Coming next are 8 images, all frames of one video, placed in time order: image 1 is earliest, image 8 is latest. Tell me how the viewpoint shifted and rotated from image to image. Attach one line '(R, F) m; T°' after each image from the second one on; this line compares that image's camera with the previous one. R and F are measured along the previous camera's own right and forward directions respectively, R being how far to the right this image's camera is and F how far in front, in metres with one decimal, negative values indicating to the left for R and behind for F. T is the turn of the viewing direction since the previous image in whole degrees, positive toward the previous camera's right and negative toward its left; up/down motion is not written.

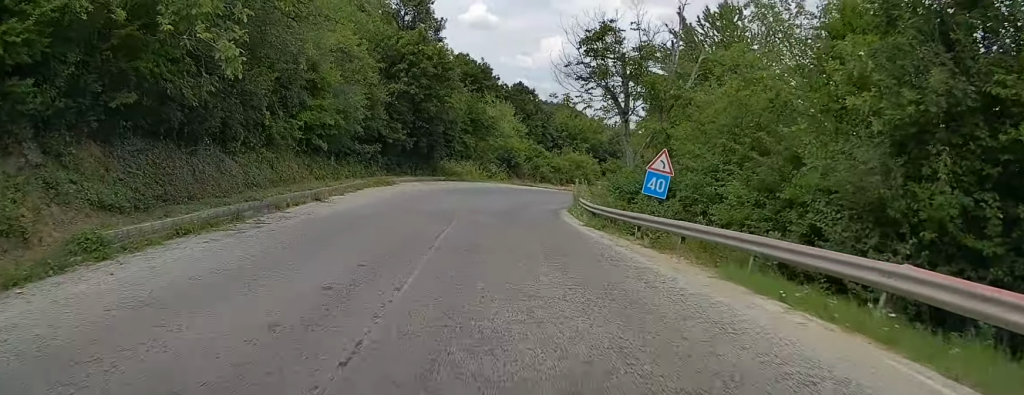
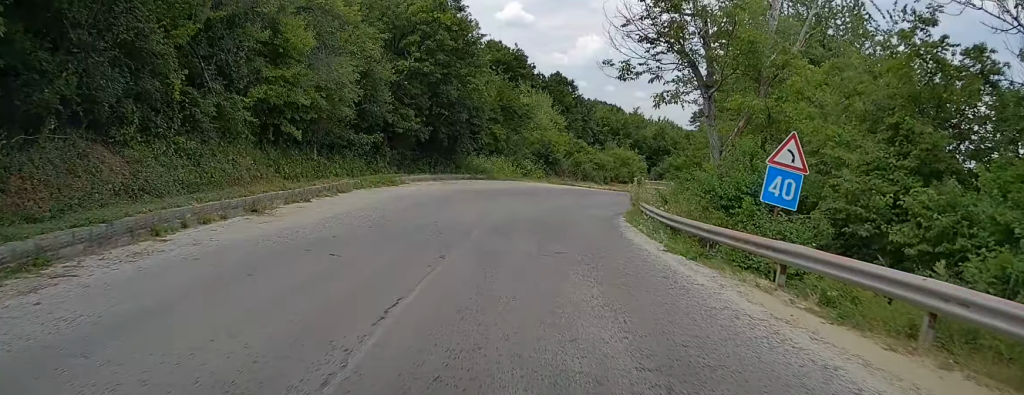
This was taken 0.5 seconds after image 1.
(-0.7, +8.0) m; -1°
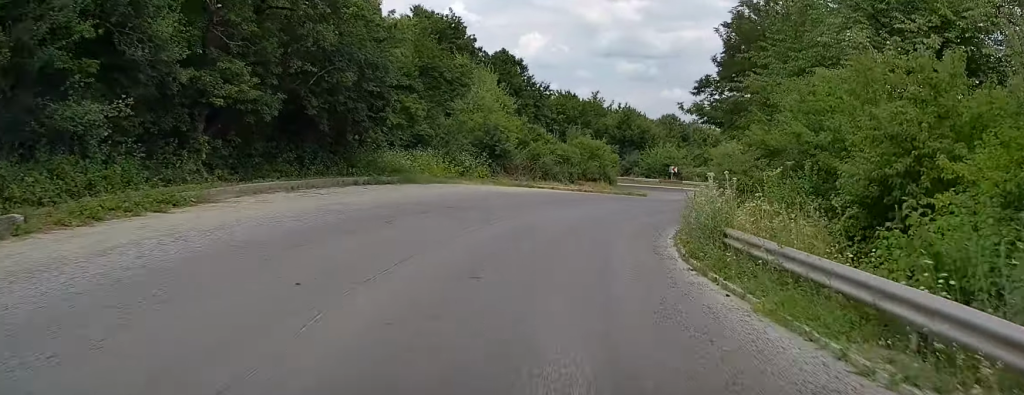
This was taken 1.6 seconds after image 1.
(0.0, +16.1) m; +5°
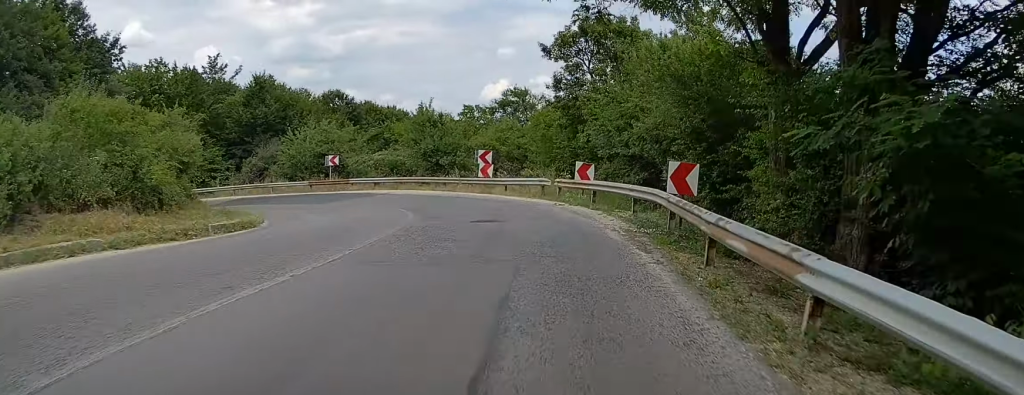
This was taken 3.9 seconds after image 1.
(+5.9, +35.0) m; +14°
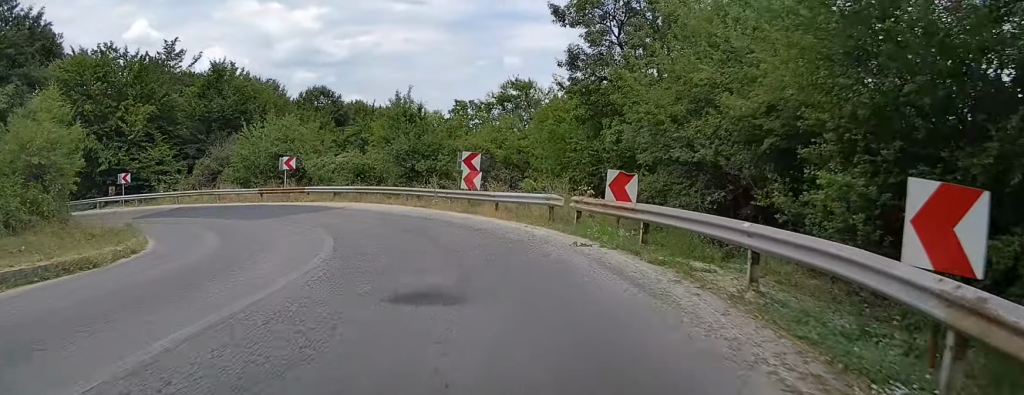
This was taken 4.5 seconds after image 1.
(-0.1, +9.3) m; -4°
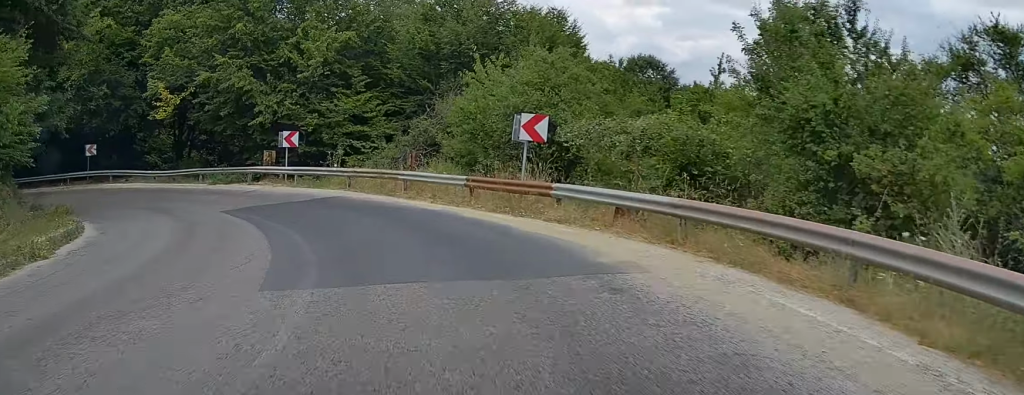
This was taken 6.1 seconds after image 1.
(-2.5, +20.0) m; -21°
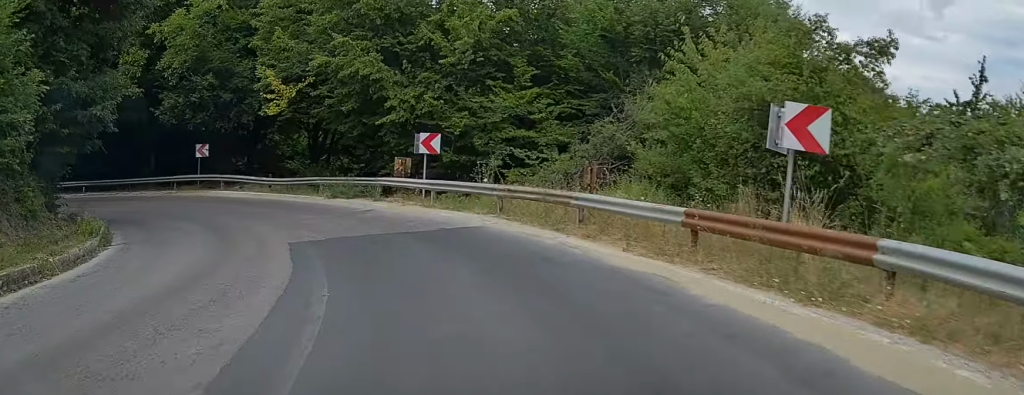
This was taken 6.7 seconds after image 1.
(-0.9, +7.4) m; -14°
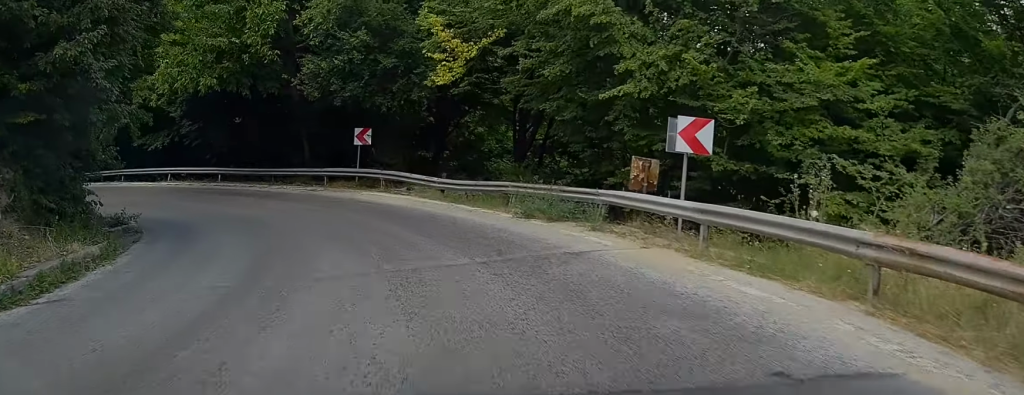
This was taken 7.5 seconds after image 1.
(-1.7, +9.4) m; -20°
